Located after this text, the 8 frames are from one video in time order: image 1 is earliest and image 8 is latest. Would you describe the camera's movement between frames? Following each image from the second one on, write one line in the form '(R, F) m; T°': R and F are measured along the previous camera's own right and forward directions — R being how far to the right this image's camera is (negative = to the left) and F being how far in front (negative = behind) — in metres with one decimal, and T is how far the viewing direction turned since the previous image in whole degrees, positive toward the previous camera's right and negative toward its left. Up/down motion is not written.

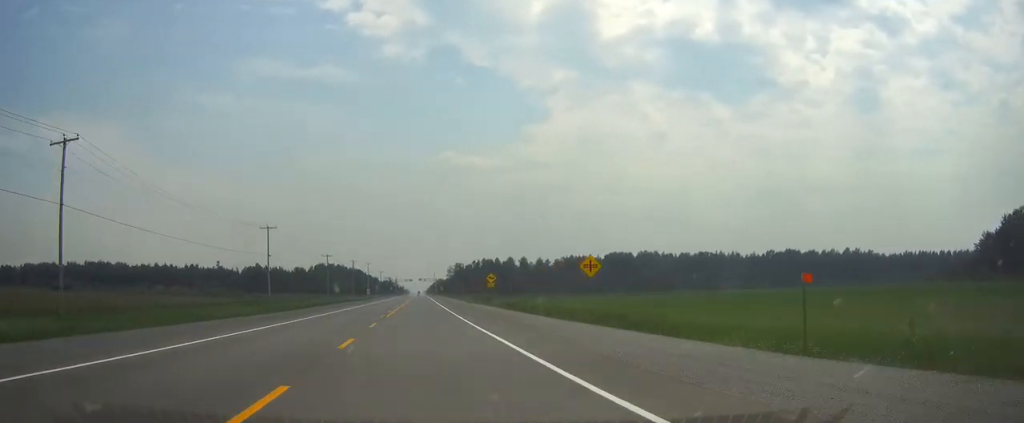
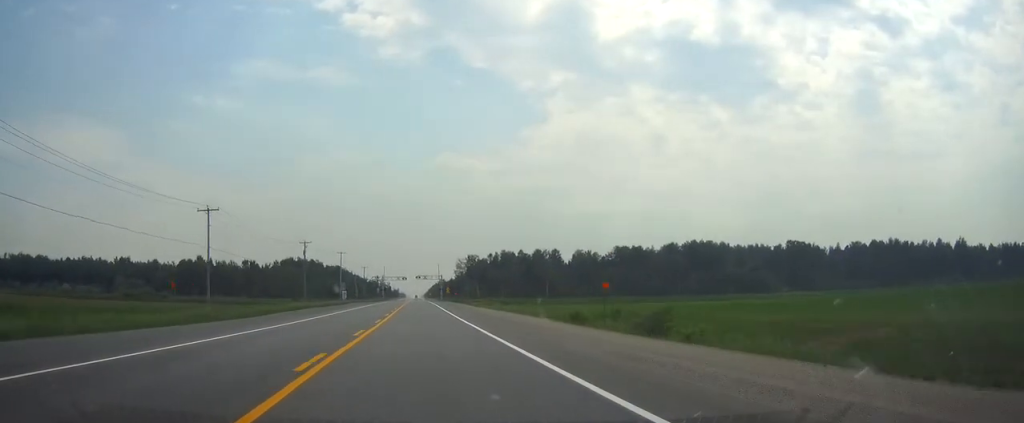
(-0.7, +85.0) m; 0°
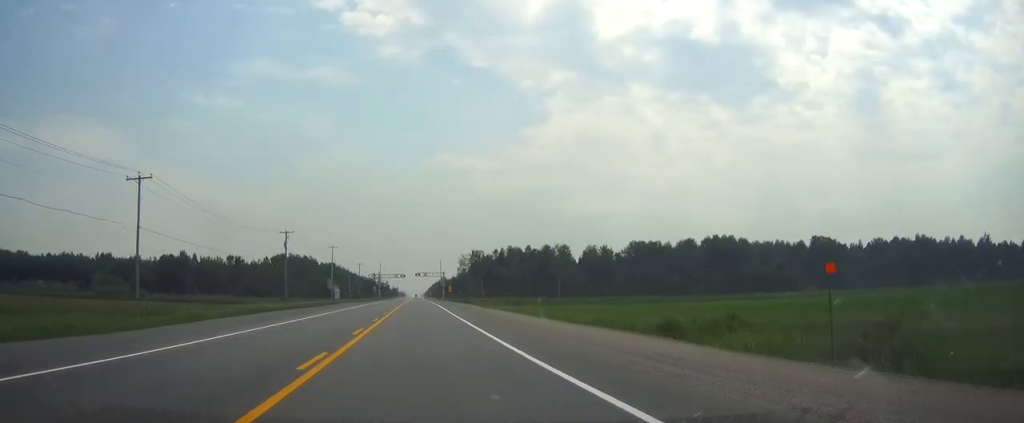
(0.0, +17.4) m; 0°
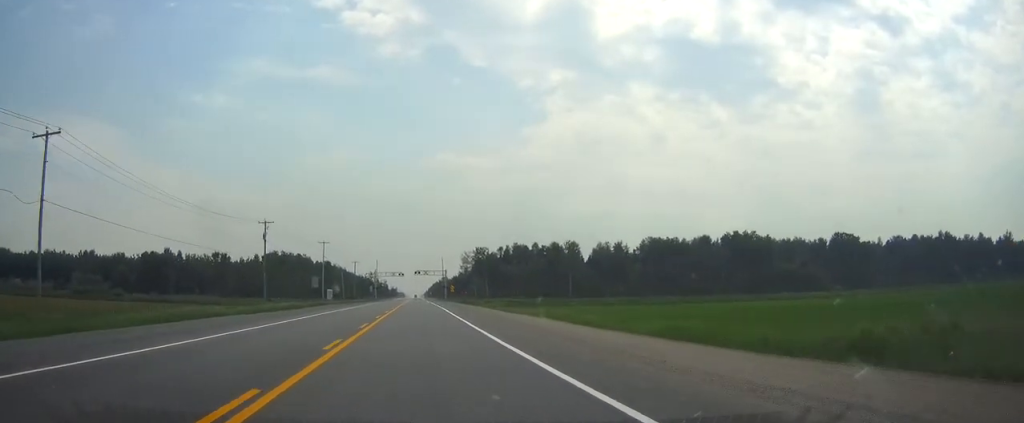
(0.0, +14.3) m; 0°
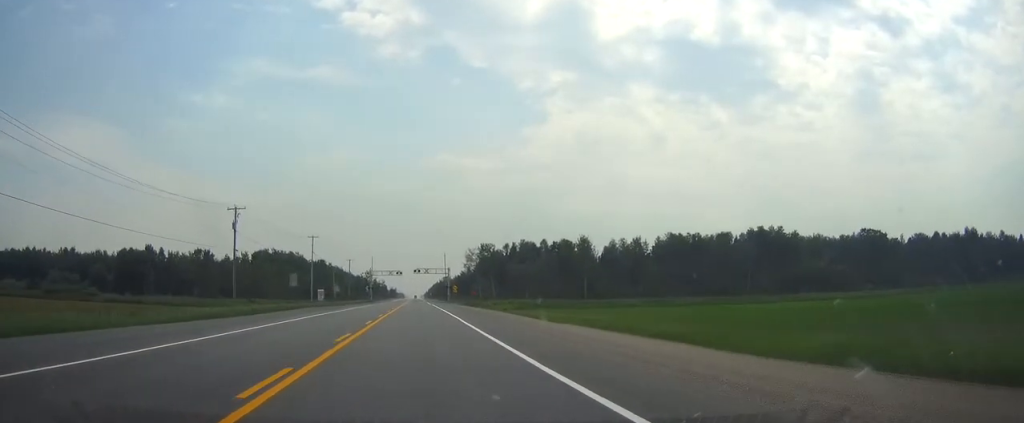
(0.0, +15.3) m; 0°
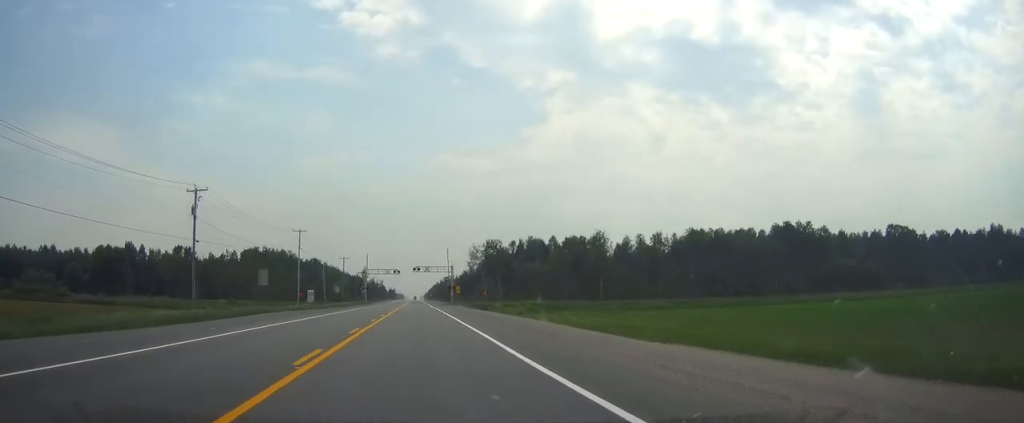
(0.0, +14.2) m; 0°
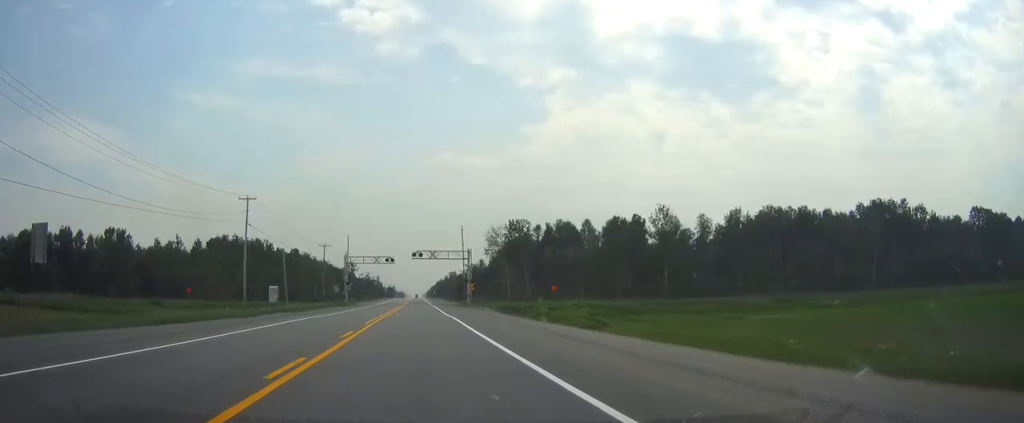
(0.0, +37.5) m; 0°
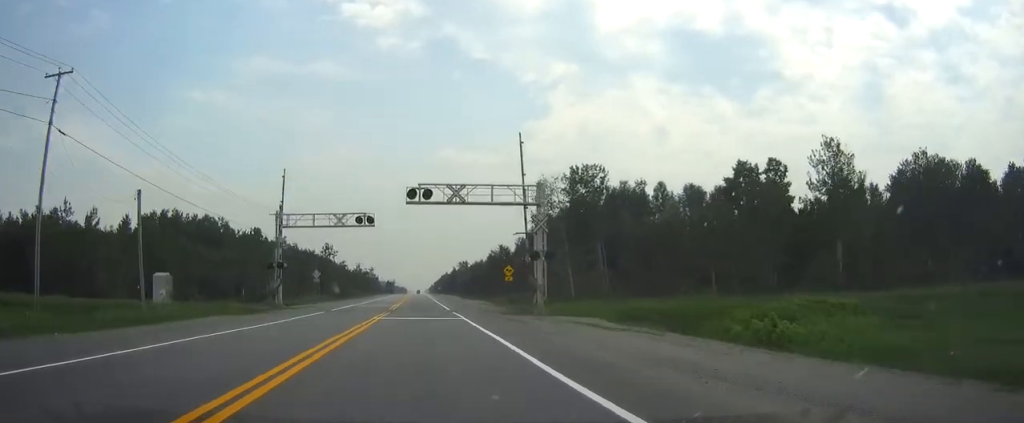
(-0.2, +47.4) m; 0°
